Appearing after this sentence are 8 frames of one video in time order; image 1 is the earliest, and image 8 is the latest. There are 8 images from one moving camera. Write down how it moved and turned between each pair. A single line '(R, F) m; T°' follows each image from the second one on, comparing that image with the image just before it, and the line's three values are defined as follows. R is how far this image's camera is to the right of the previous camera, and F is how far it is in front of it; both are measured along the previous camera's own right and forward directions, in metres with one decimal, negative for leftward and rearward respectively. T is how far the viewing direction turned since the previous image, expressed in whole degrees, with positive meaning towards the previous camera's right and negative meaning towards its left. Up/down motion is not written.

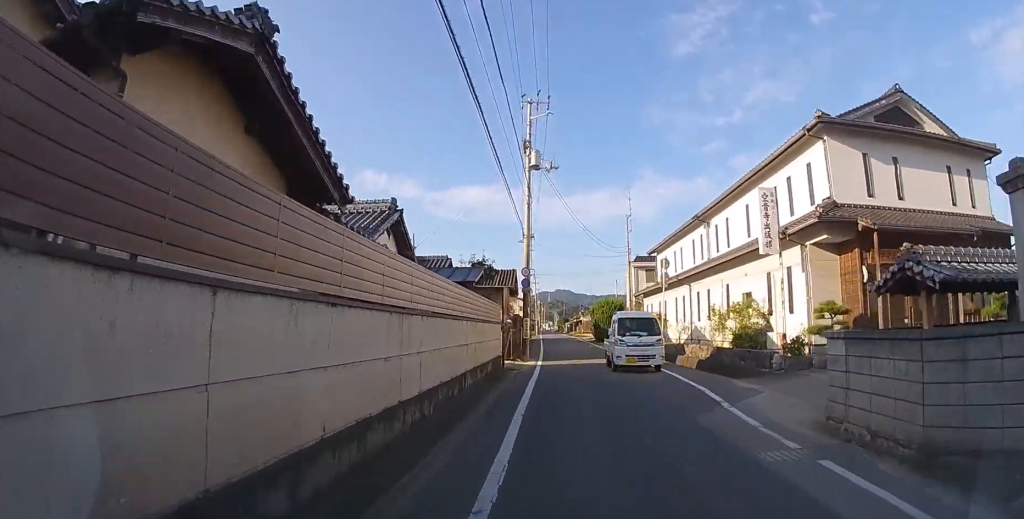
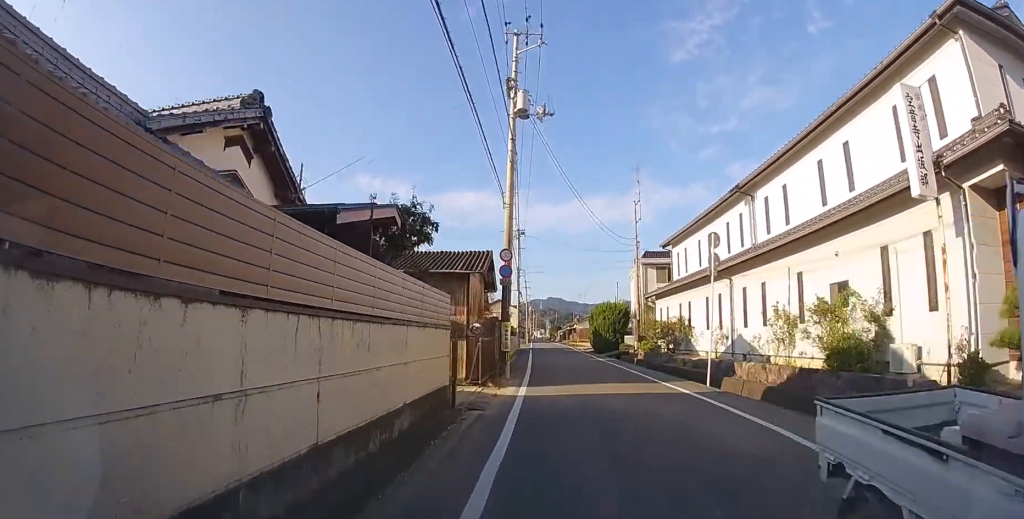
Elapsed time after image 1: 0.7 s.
(0.0, +7.0) m; 0°
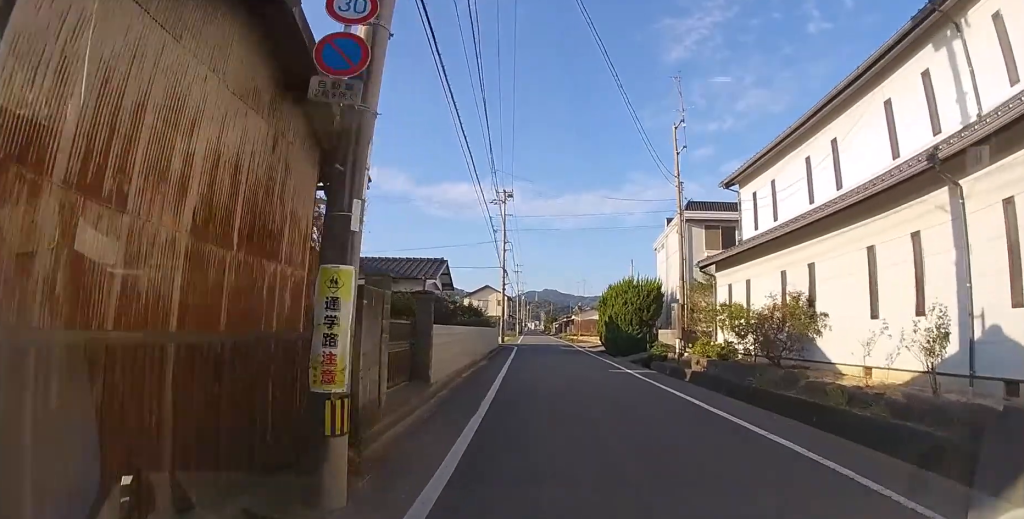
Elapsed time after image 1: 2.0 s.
(+0.1, +12.4) m; 0°
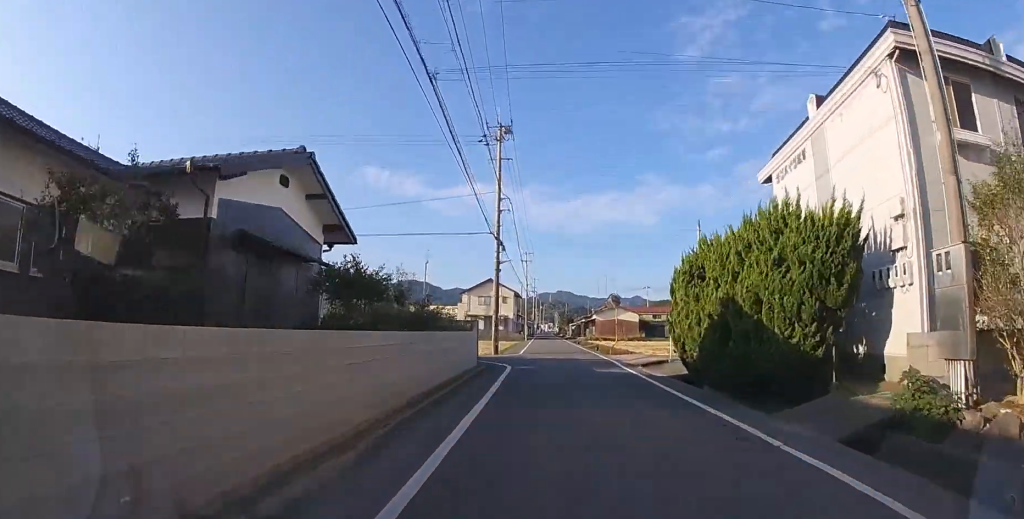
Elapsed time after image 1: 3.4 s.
(-0.1, +14.7) m; -1°
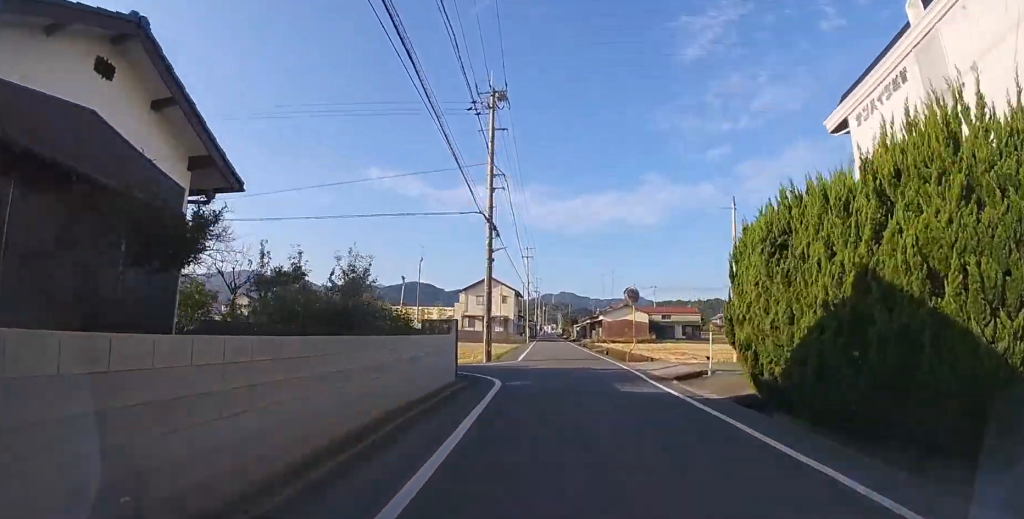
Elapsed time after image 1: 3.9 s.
(-0.1, +4.6) m; 0°
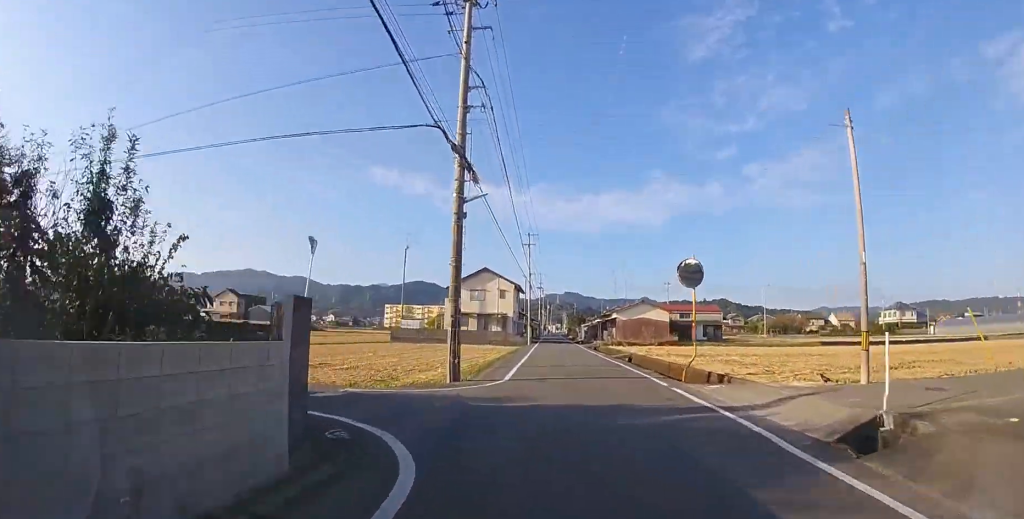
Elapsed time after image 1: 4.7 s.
(0.0, +8.6) m; 0°
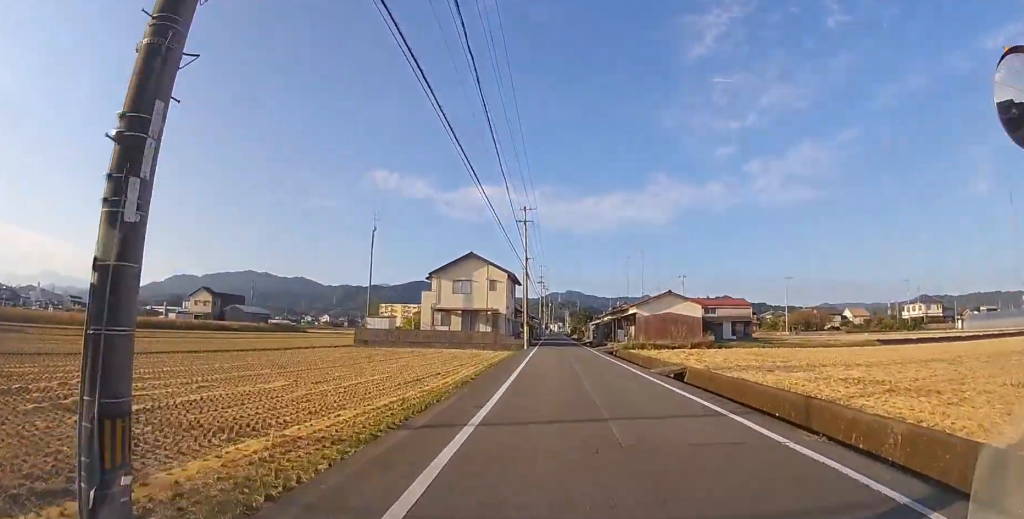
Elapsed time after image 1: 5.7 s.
(0.0, +11.5) m; 0°
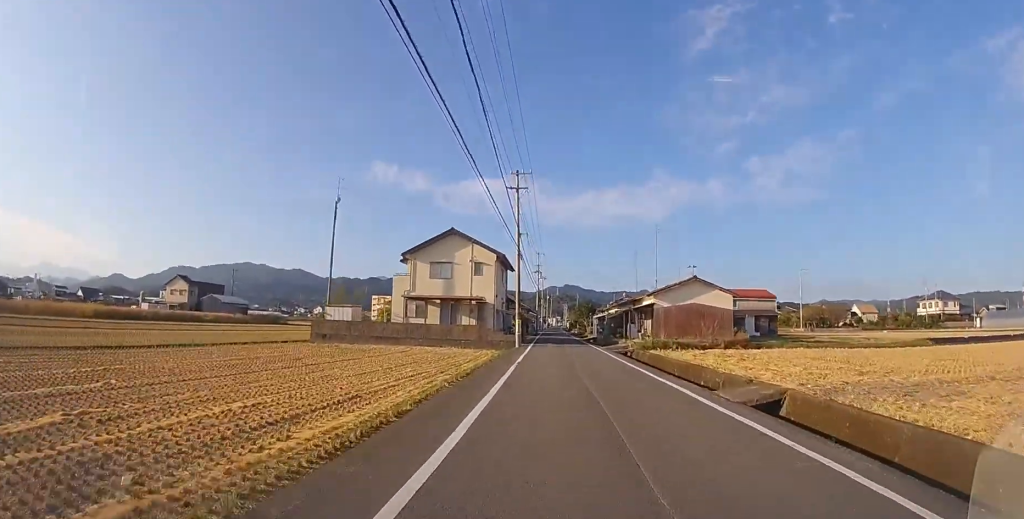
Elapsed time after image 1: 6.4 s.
(0.0, +8.0) m; 0°
